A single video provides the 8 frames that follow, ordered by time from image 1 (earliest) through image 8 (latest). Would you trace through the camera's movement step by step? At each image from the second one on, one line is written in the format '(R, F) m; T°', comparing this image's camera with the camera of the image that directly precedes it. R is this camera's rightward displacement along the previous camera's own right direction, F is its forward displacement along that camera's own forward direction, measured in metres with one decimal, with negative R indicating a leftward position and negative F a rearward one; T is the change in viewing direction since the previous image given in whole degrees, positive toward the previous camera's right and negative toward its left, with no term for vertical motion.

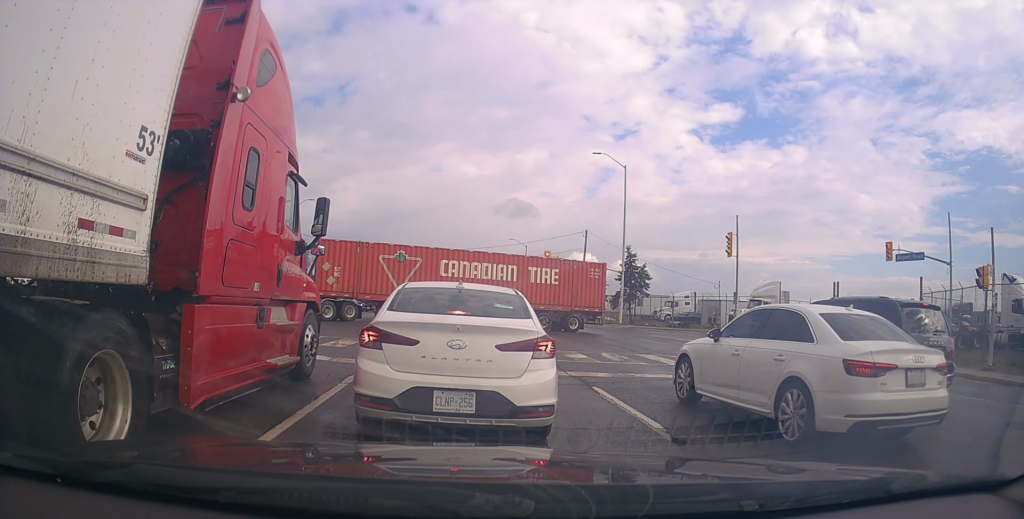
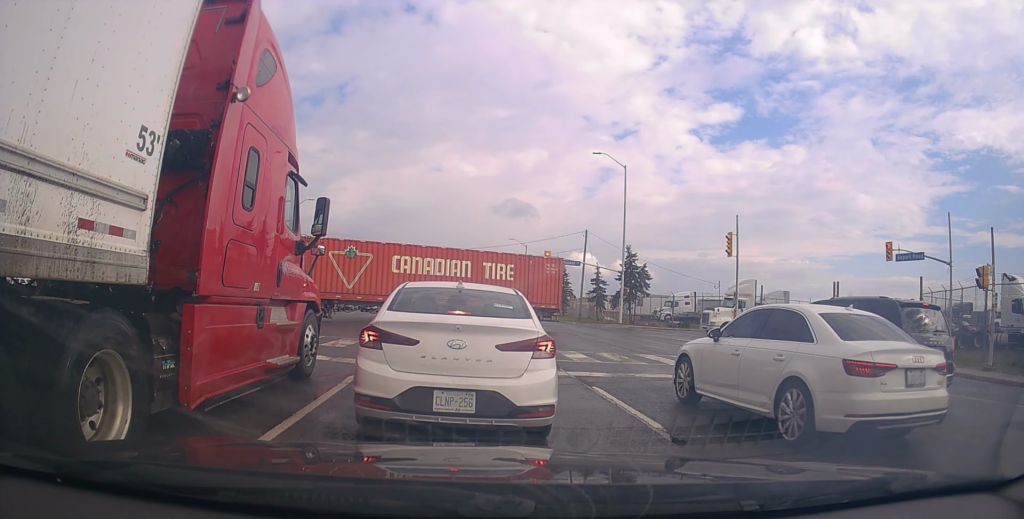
(0.0, 0.0) m; 0°
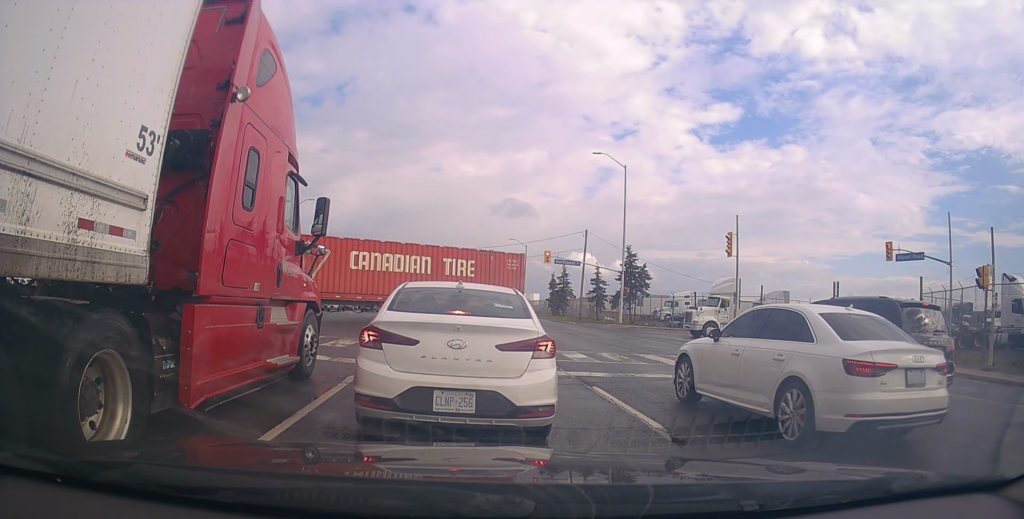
(0.0, 0.0) m; 0°
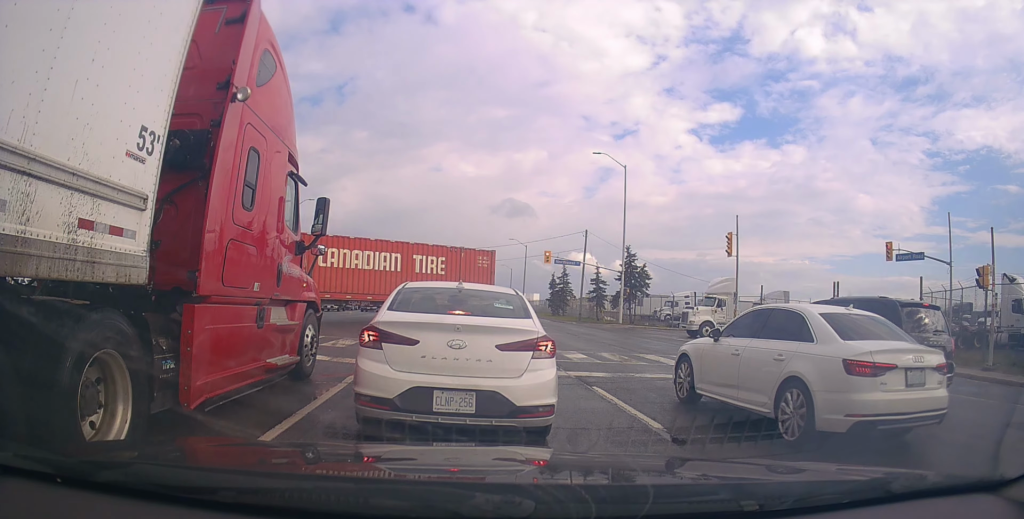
(0.0, 0.0) m; 0°
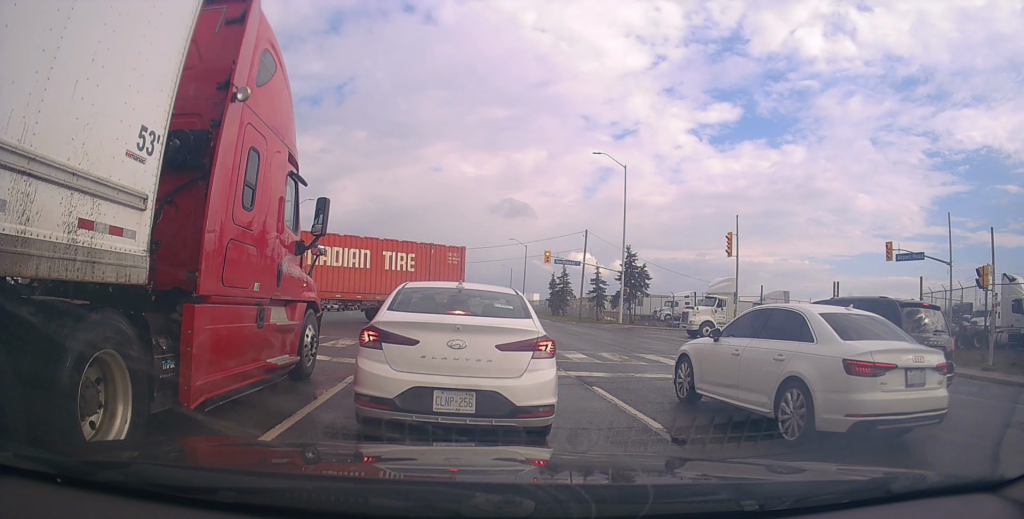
(0.0, 0.0) m; 0°
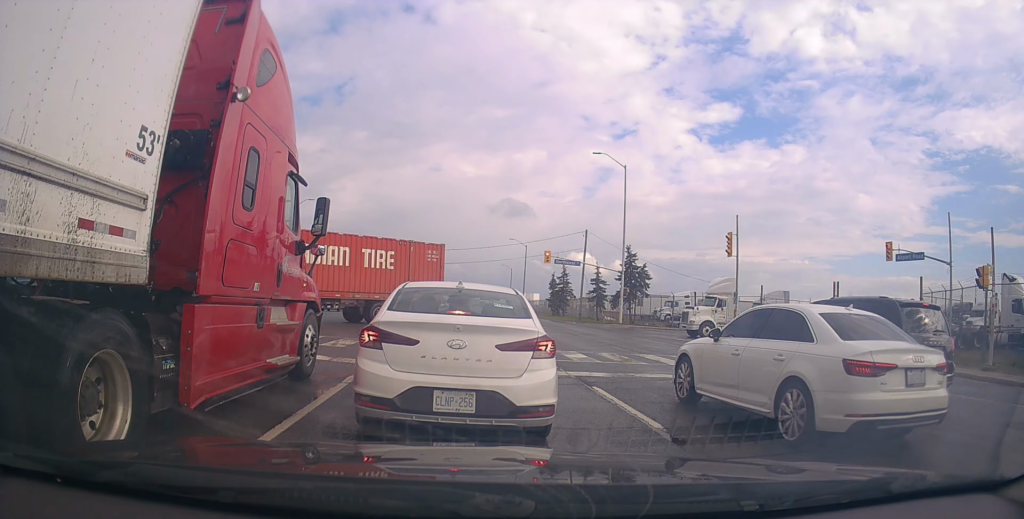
(0.0, 0.0) m; 0°
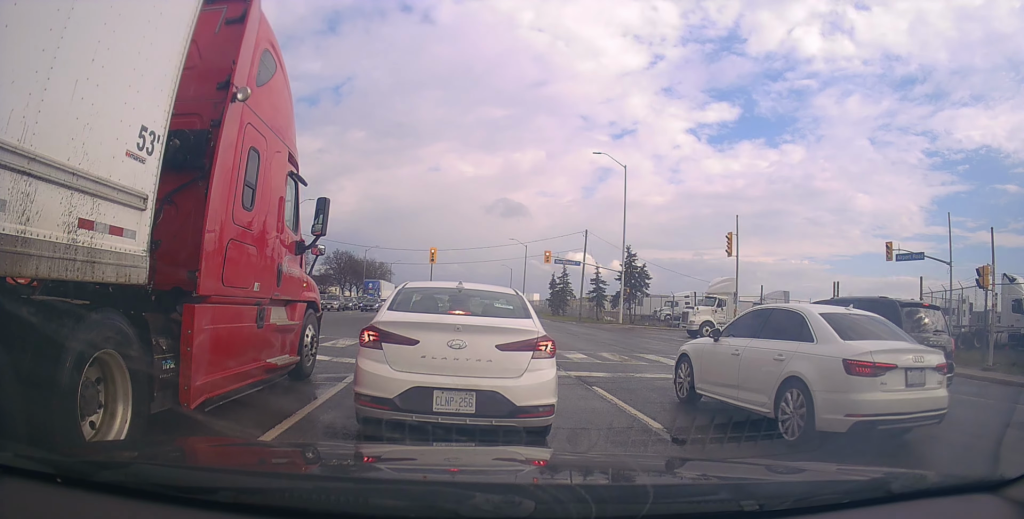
(0.0, 0.0) m; 0°
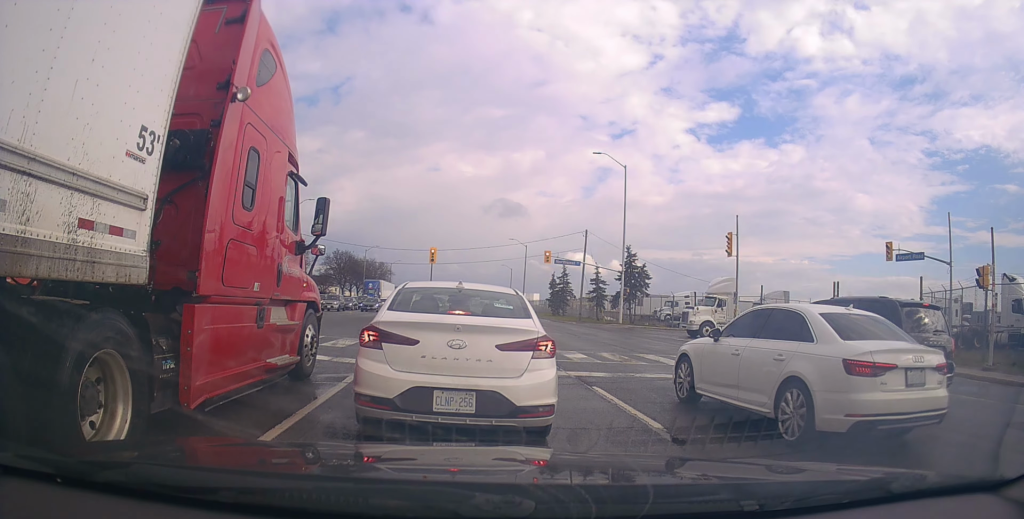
(0.0, 0.0) m; 0°
